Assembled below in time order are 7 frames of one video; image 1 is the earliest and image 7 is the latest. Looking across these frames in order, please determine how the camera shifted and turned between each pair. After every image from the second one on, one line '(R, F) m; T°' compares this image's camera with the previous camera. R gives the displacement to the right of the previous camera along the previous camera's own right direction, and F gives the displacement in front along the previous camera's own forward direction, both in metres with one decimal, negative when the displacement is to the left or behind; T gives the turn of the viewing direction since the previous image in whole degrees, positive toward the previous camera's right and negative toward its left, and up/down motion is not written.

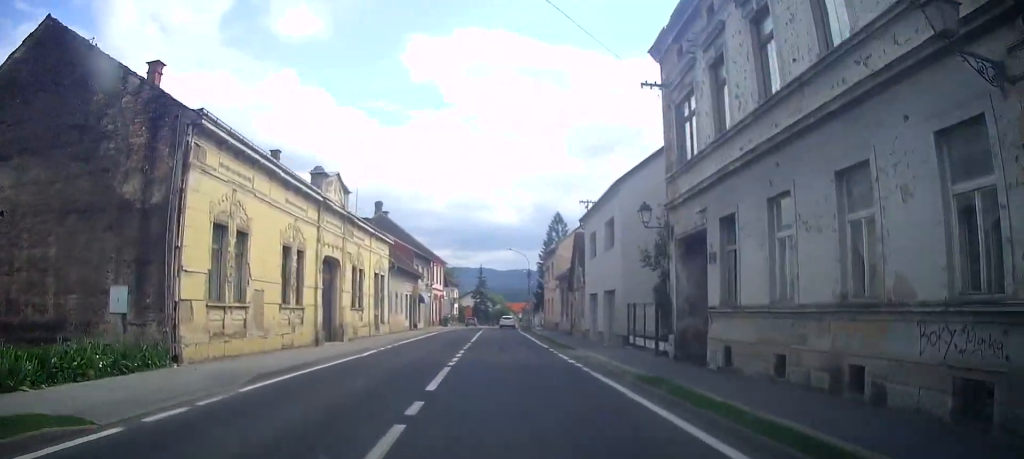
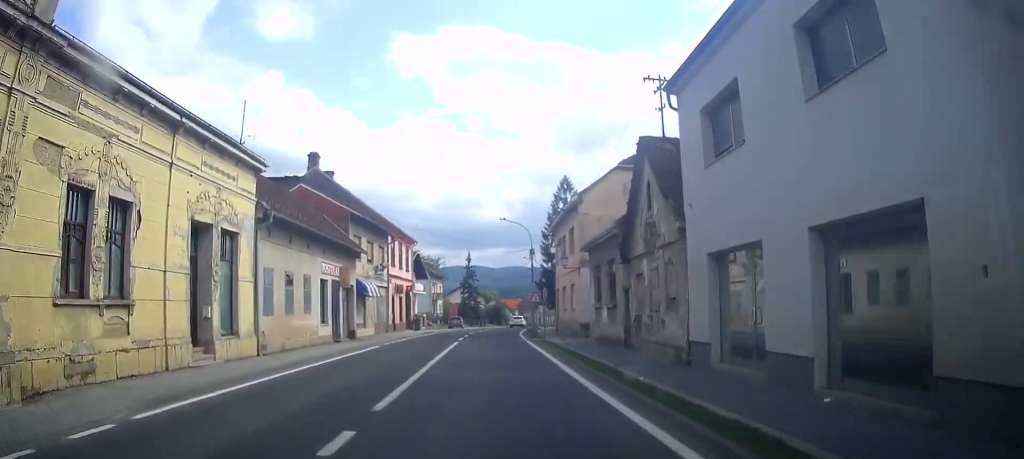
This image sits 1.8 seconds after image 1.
(+0.4, +21.1) m; 0°
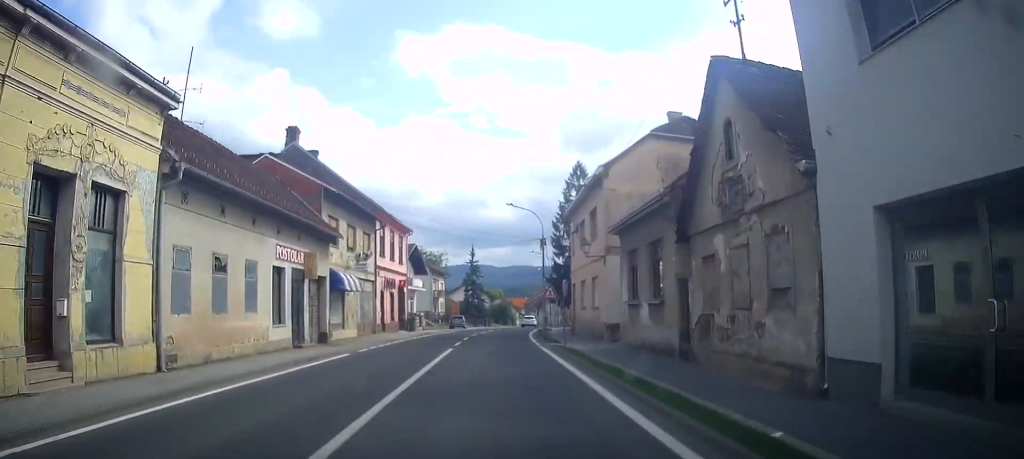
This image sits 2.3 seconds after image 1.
(0.0, +6.5) m; -1°
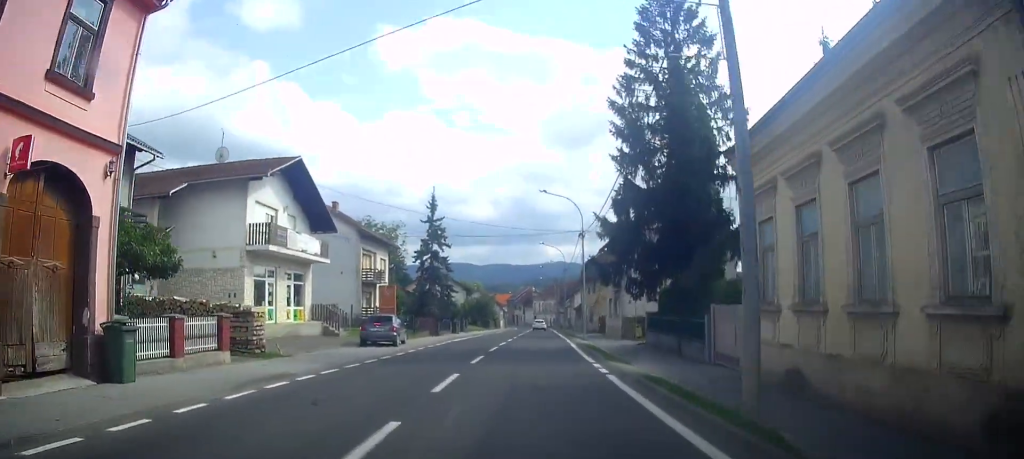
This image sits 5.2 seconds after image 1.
(+0.5, +37.1) m; +5°
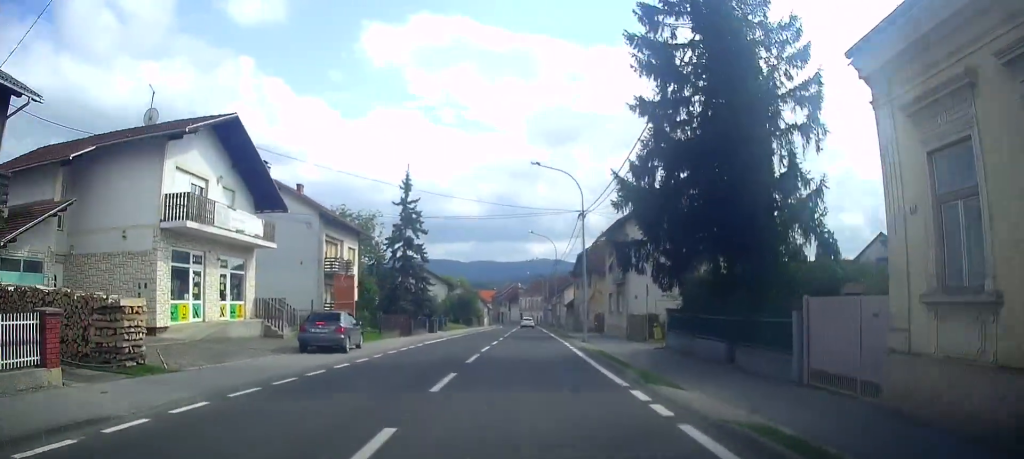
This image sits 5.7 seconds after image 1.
(-0.1, +6.6) m; +2°
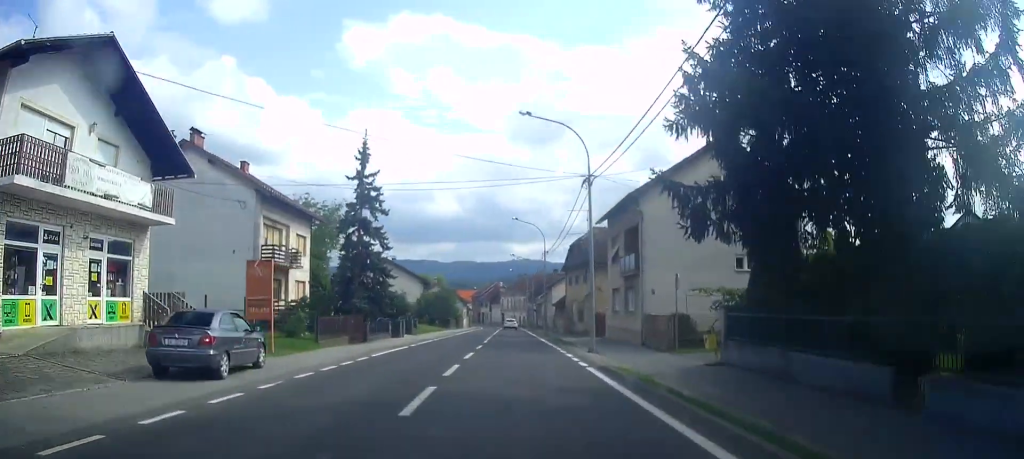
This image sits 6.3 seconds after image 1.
(+0.5, +8.3) m; +1°
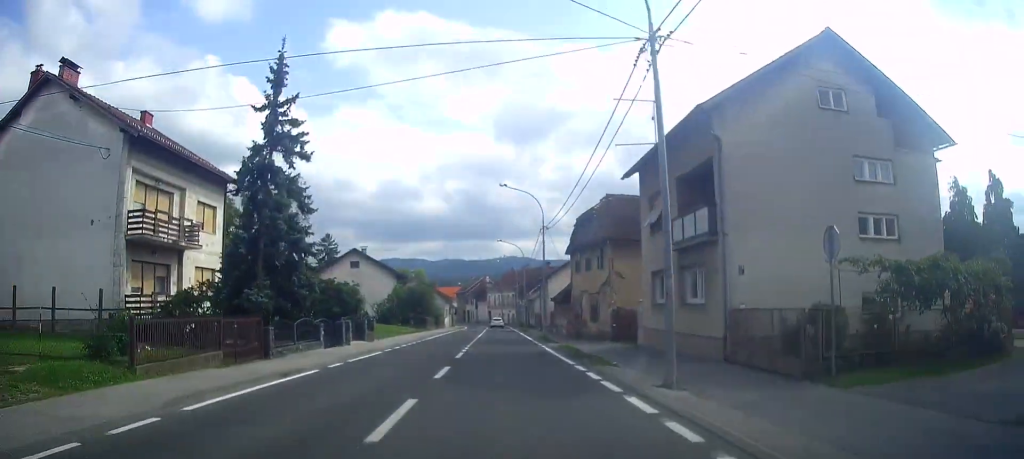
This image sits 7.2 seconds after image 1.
(-0.1, +12.2) m; -1°
